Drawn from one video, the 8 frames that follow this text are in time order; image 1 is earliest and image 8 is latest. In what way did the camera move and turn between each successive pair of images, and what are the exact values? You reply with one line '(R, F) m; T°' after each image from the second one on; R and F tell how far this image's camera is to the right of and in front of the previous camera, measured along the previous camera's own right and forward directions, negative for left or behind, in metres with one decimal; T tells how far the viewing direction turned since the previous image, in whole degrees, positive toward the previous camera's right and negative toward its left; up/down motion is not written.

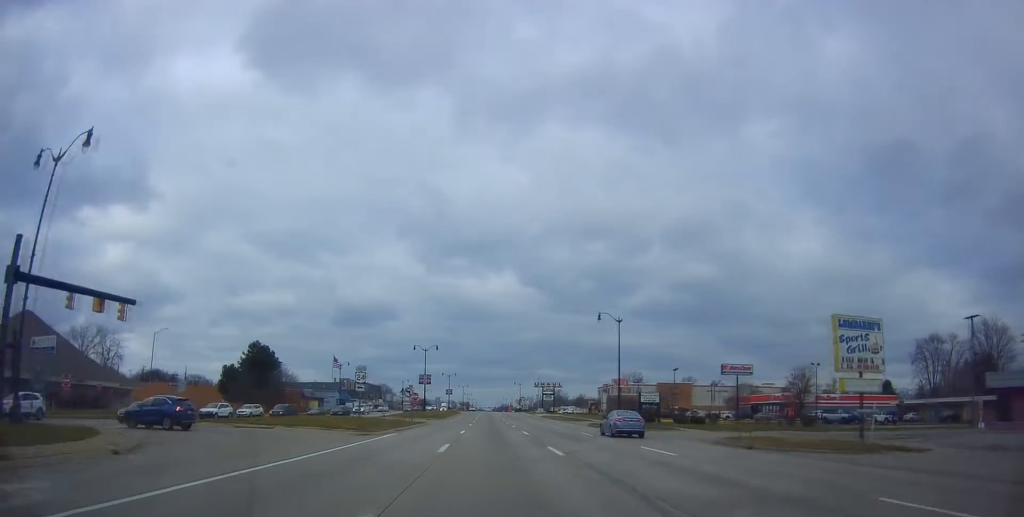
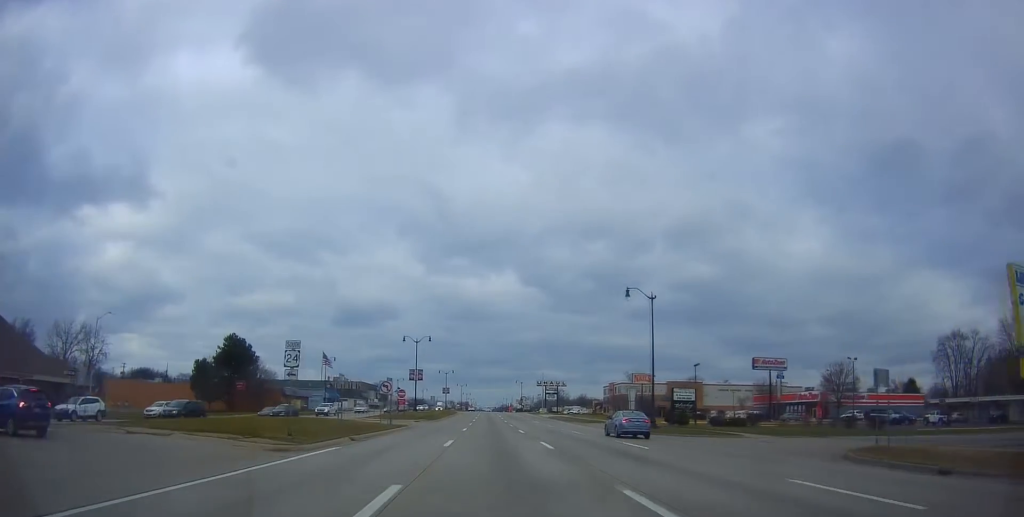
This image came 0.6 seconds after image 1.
(0.0, +11.7) m; -1°
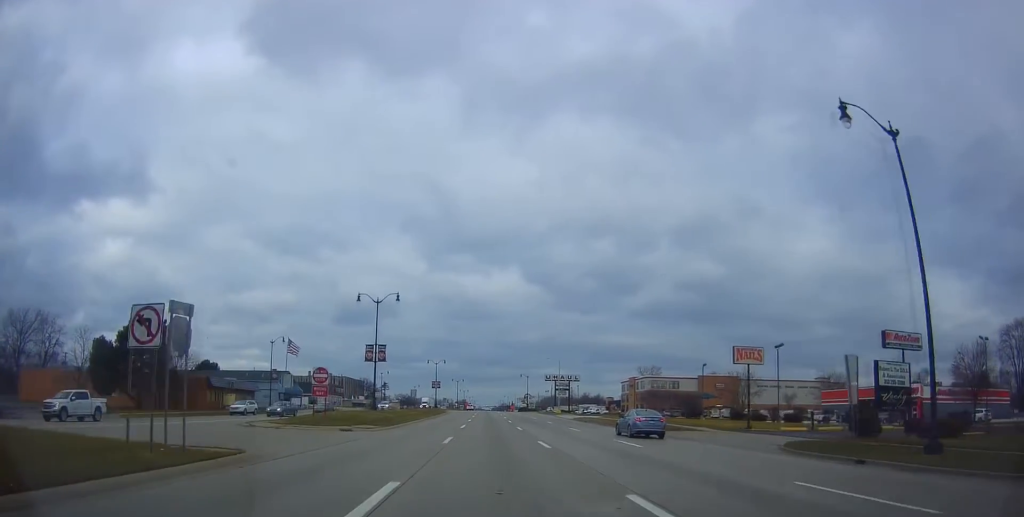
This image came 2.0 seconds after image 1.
(-0.9, +30.6) m; -1°
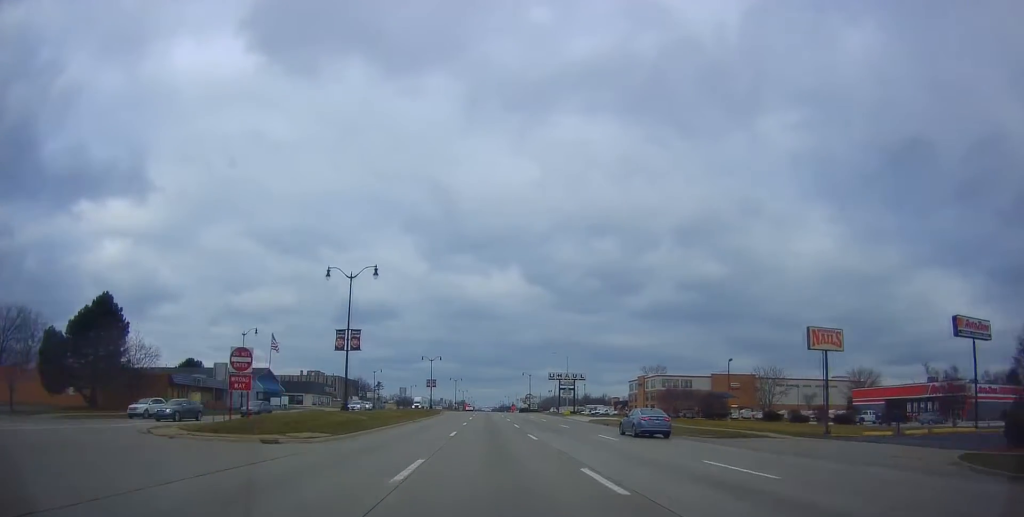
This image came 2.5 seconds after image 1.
(+0.1, +10.9) m; 0°
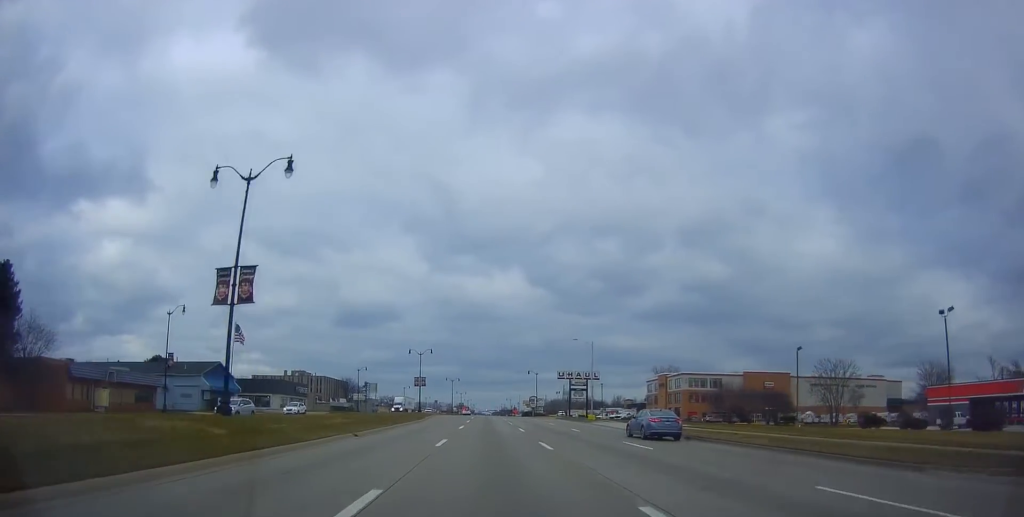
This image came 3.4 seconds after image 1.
(+0.3, +20.5) m; 0°
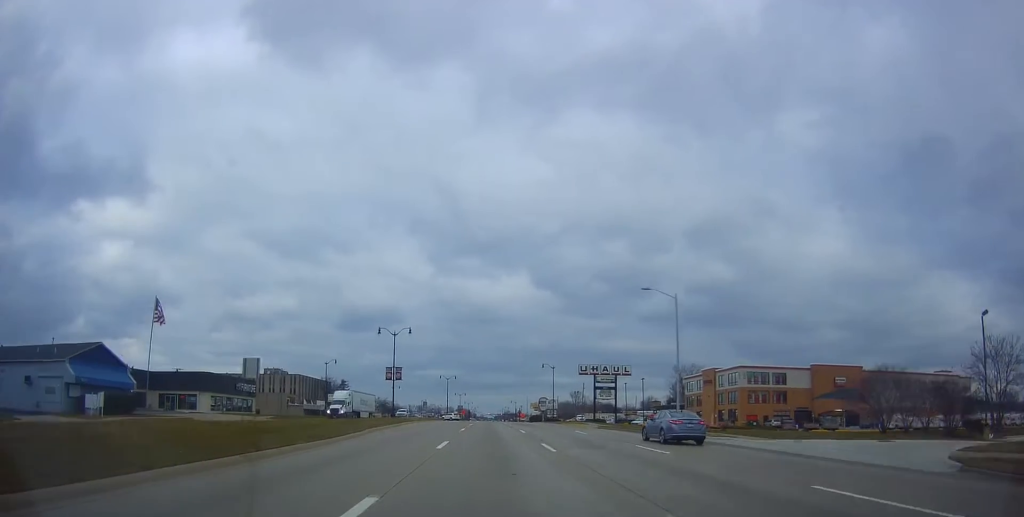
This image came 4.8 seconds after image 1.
(-0.1, +30.1) m; +1°
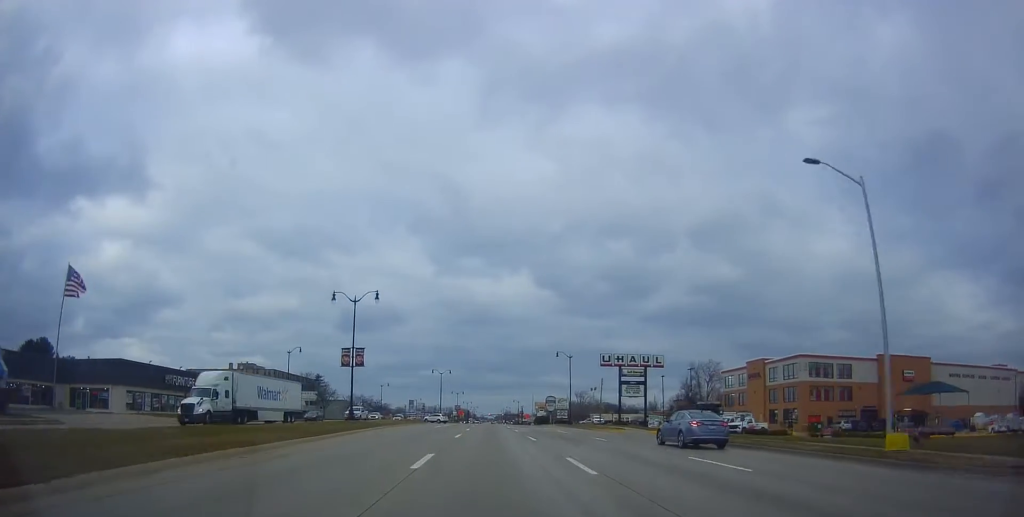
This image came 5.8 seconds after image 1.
(+0.1, +21.5) m; 0°
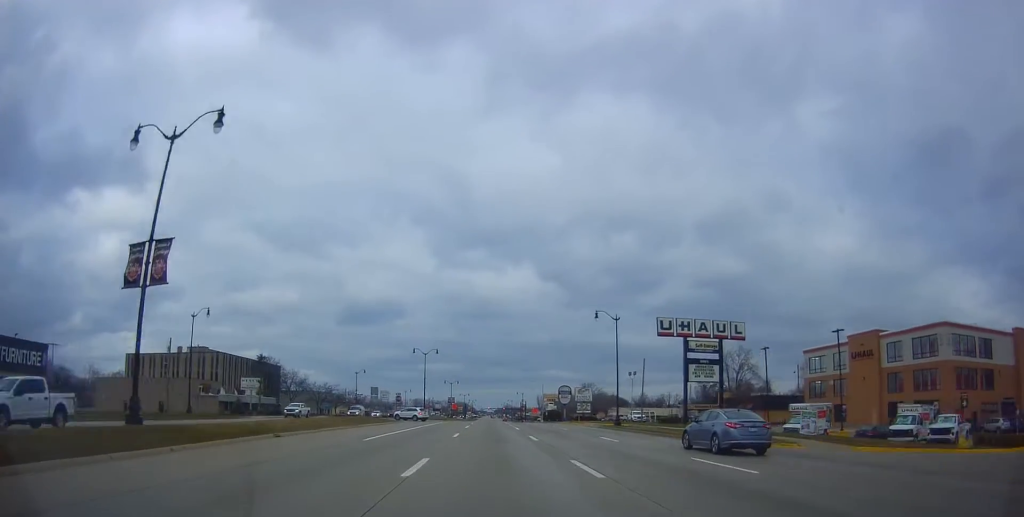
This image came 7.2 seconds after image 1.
(+0.3, +31.8) m; +1°
